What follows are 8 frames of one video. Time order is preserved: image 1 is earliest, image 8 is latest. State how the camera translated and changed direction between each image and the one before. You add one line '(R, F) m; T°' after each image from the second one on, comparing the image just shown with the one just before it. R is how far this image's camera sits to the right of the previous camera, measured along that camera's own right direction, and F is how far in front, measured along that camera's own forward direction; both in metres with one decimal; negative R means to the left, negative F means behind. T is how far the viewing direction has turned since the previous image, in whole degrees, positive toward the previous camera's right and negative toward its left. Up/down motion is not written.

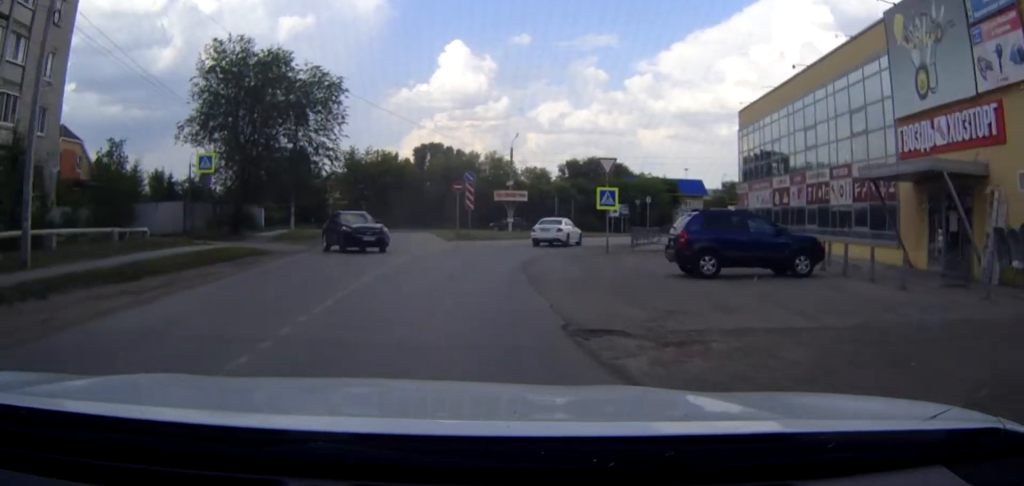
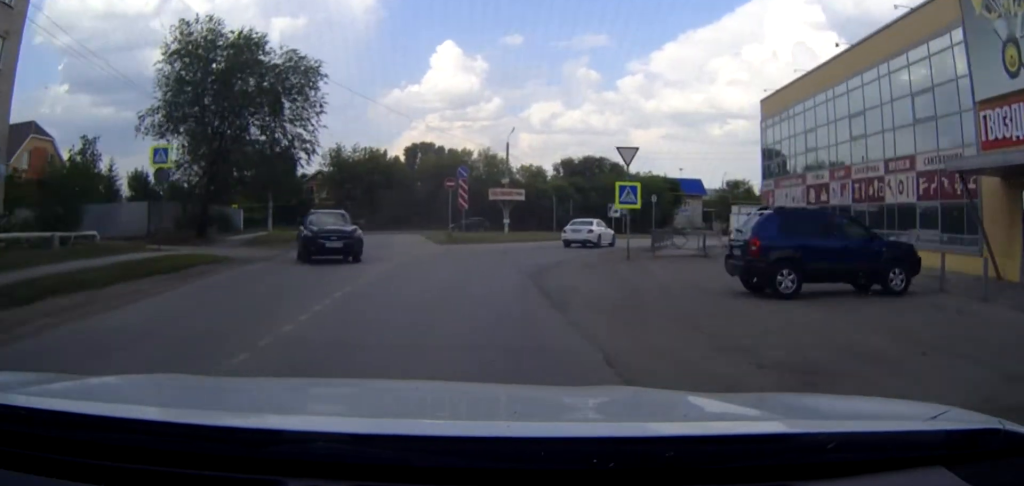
(0.0, +4.9) m; 0°
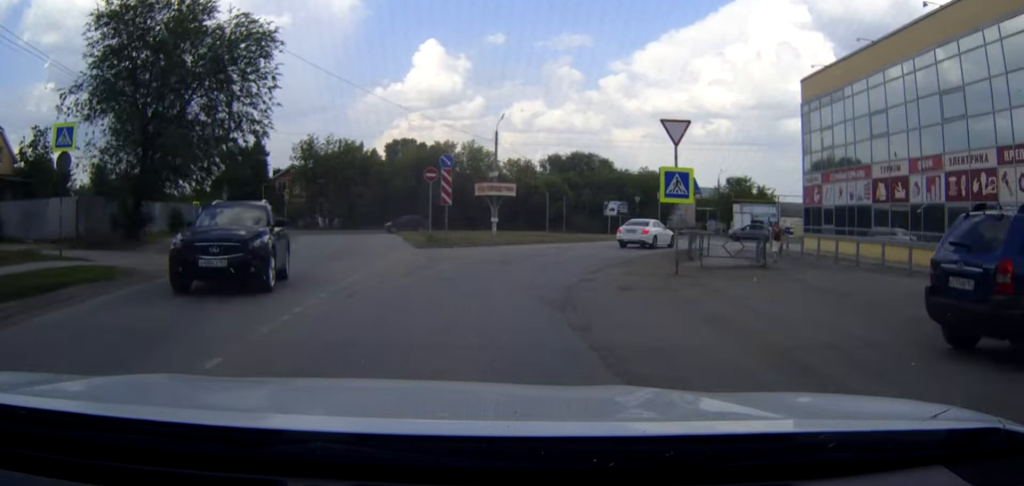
(0.0, +7.5) m; +1°
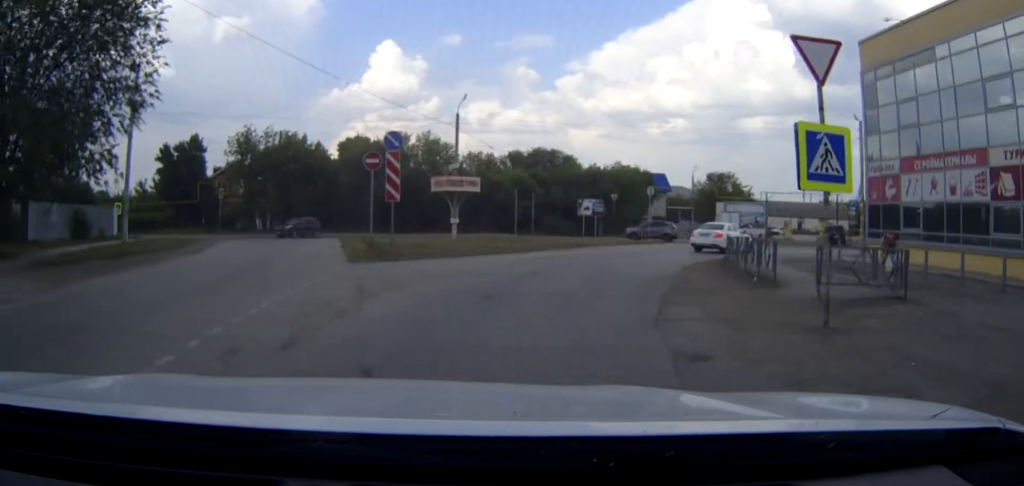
(+0.2, +9.9) m; +3°
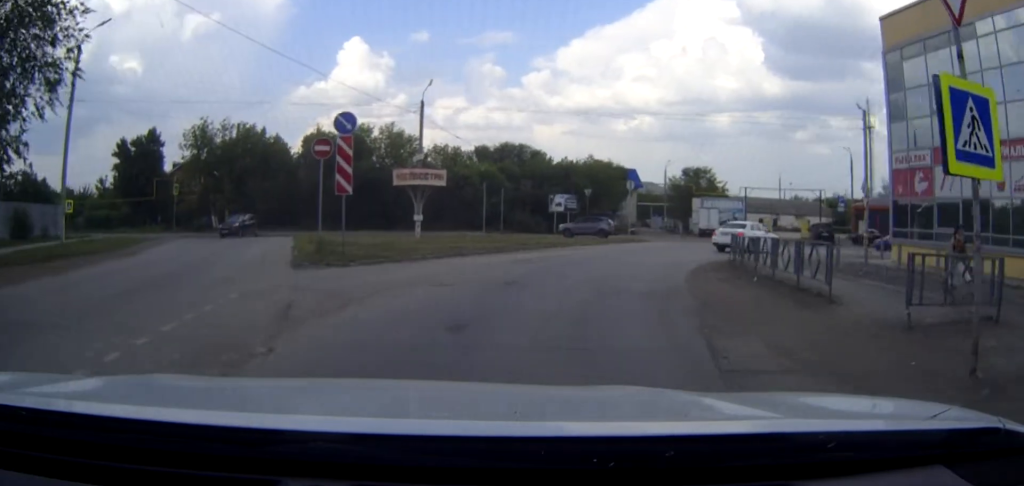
(0.0, +4.1) m; +2°
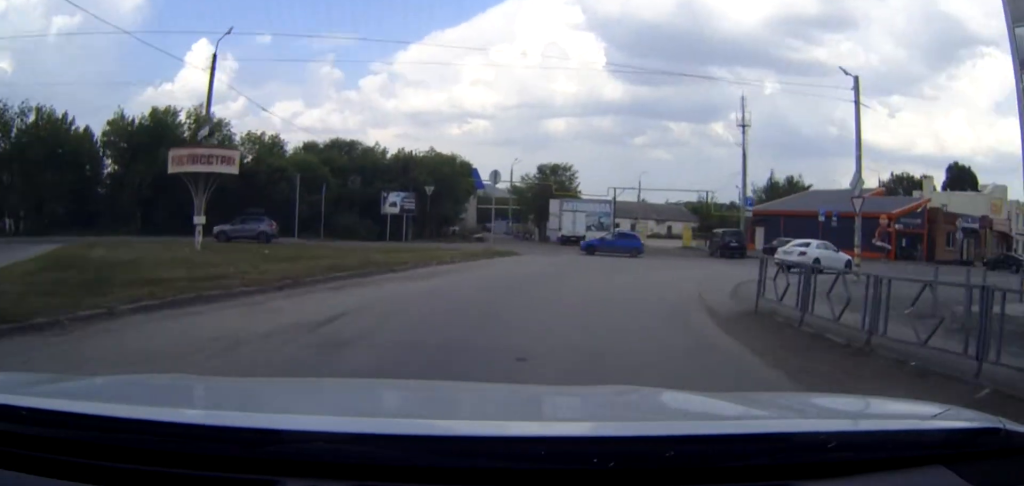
(+1.2, +13.6) m; +11°
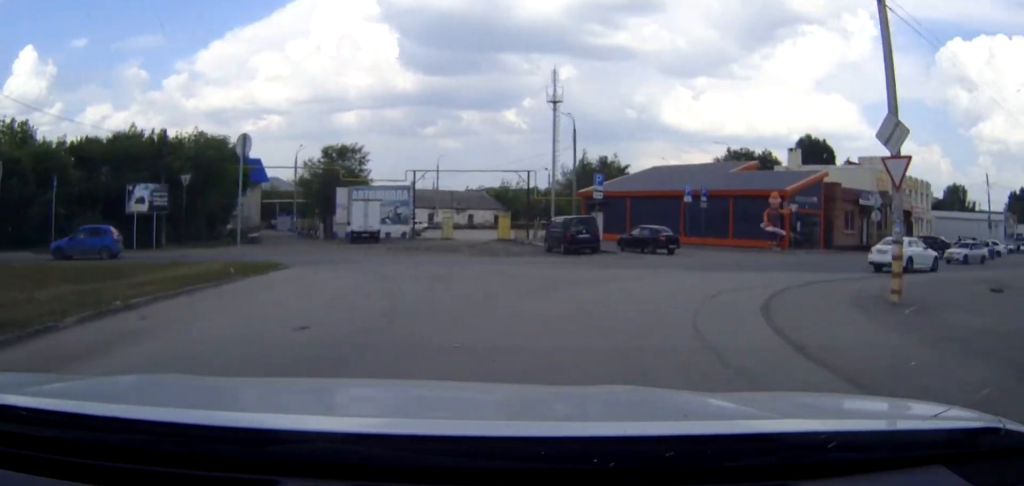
(+1.5, +13.8) m; +13°
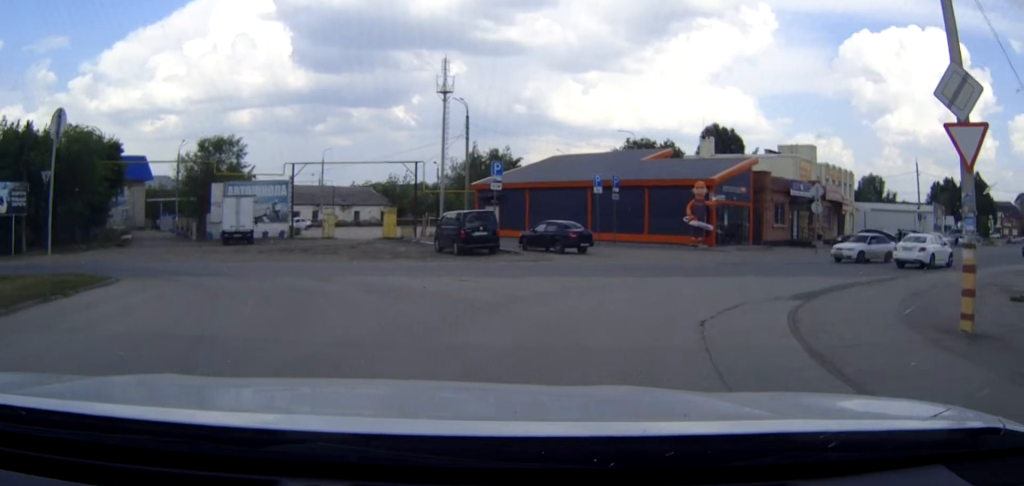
(+0.2, +6.1) m; +9°
